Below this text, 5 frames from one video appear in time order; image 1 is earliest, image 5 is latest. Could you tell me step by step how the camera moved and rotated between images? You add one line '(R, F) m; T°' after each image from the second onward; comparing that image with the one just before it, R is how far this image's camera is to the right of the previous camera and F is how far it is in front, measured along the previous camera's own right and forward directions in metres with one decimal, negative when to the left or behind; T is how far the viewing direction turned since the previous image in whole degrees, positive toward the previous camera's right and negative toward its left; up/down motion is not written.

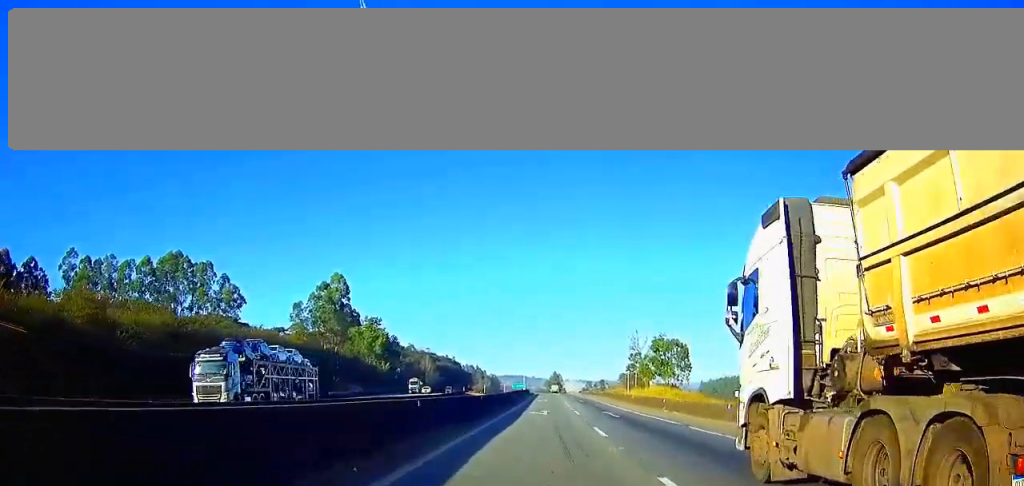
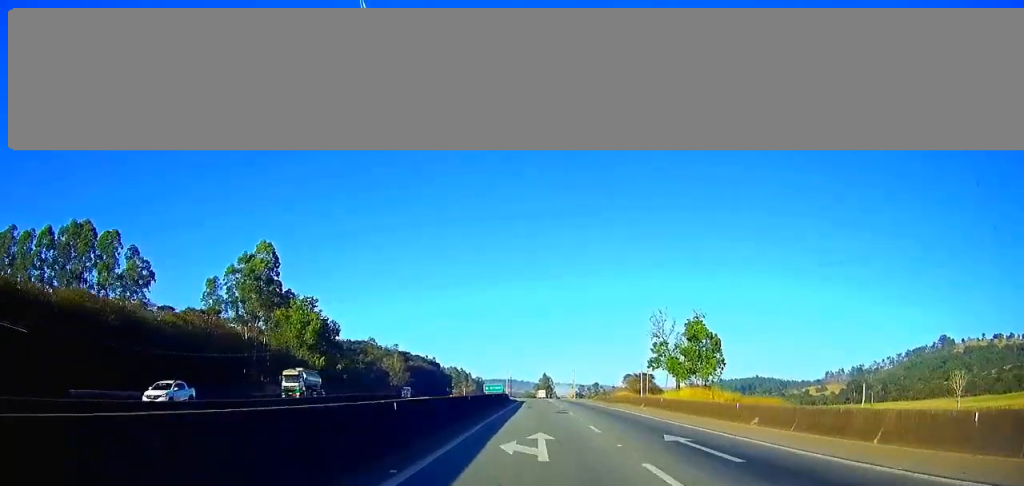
(+0.7, +51.4) m; +1°
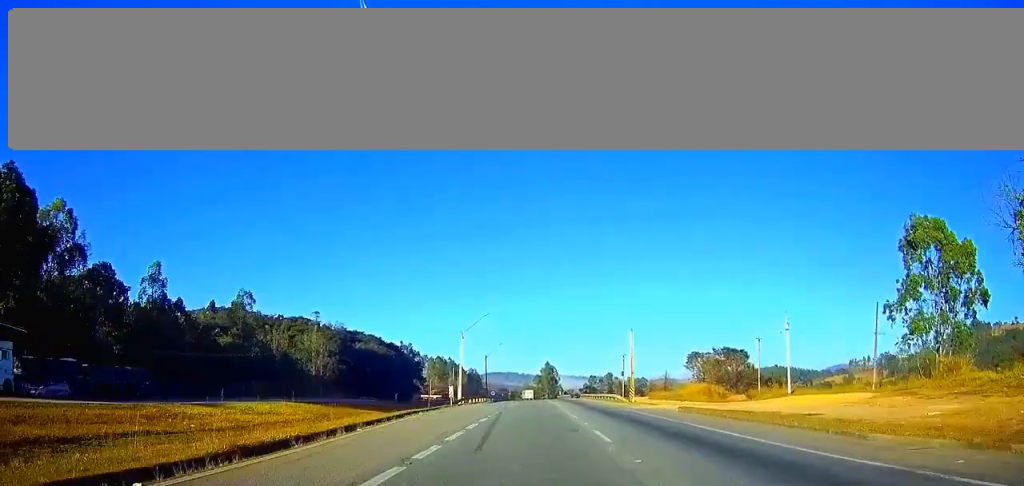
(-0.1, +107.1) m; 0°
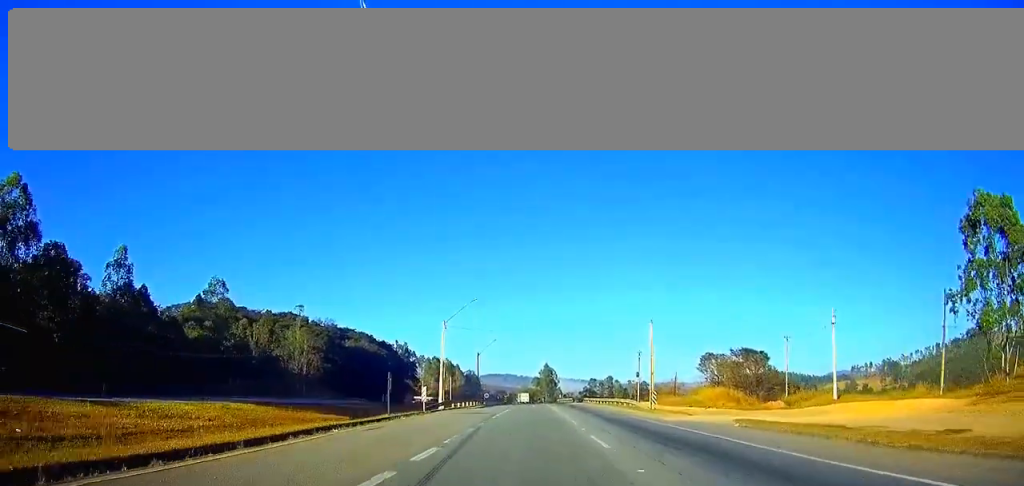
(0.0, +12.7) m; 0°
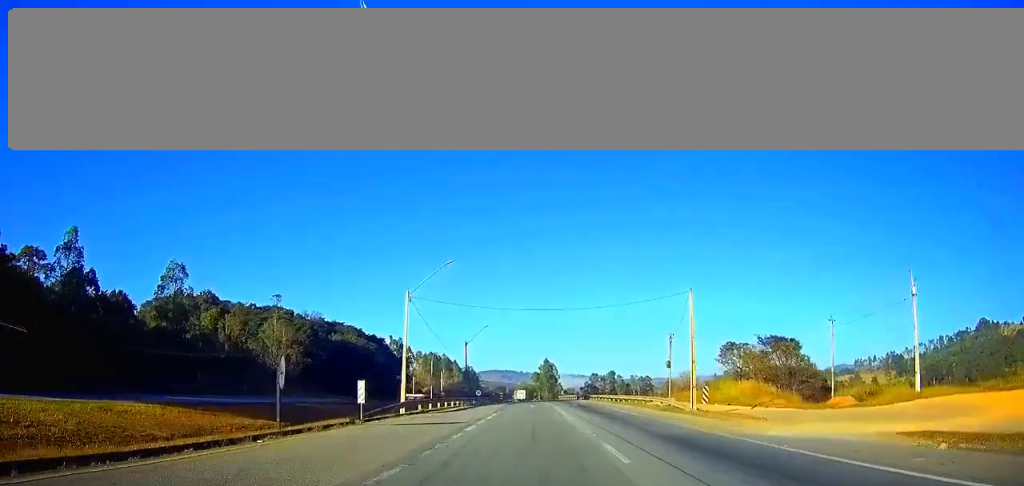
(+0.1, +15.7) m; 0°
